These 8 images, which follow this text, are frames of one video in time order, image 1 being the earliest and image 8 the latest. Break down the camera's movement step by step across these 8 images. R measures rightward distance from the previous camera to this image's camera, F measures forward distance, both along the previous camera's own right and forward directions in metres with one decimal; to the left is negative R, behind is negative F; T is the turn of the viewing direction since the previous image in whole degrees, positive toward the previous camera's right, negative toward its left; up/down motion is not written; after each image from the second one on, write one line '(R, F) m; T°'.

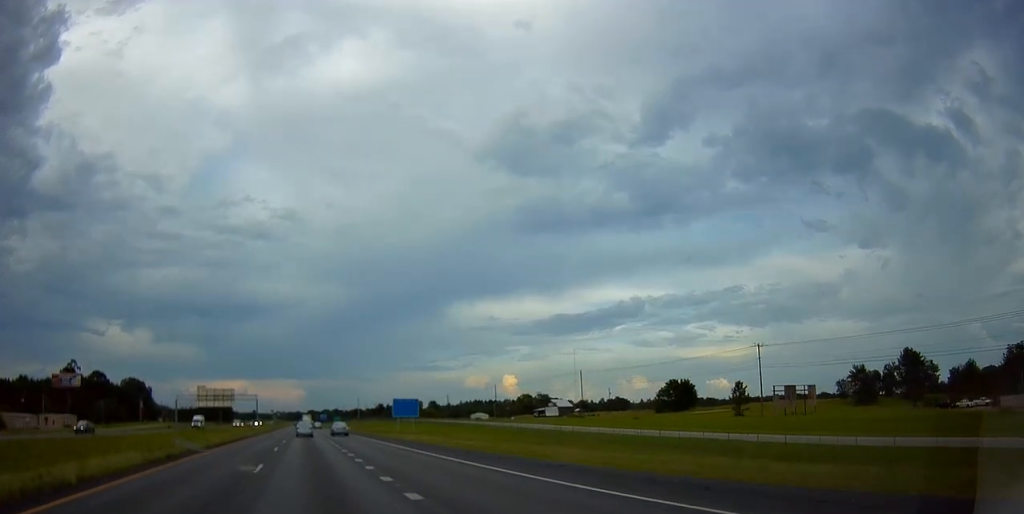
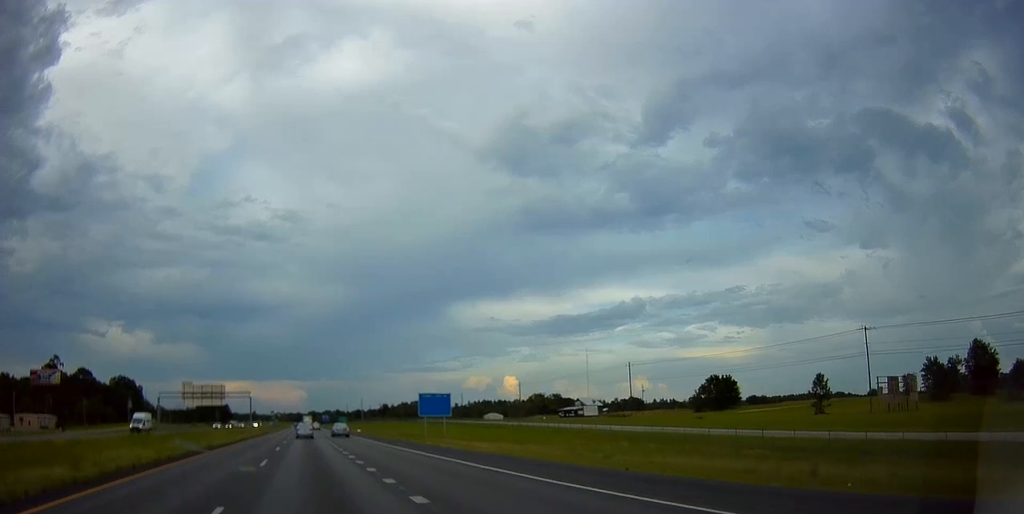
(+0.2, +22.1) m; 0°
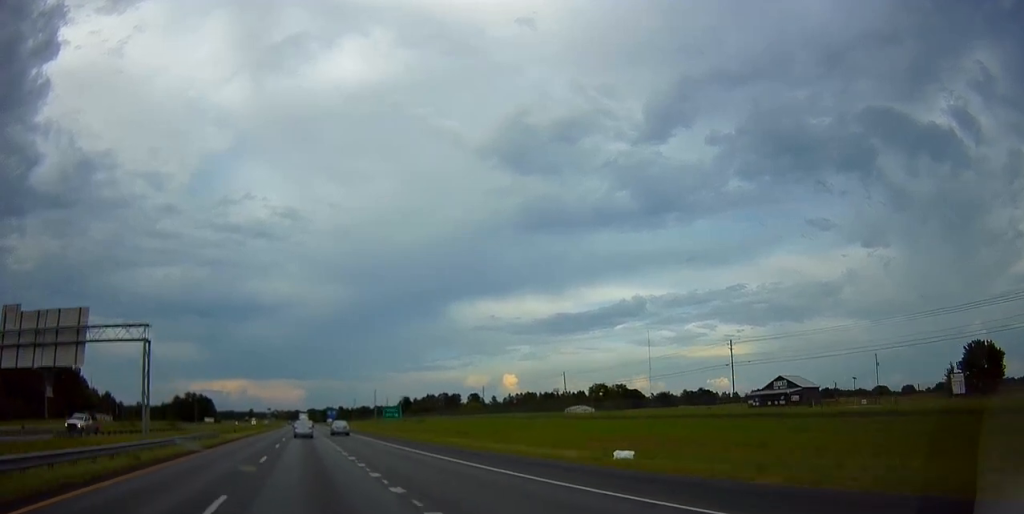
(-1.1, +95.9) m; -1°
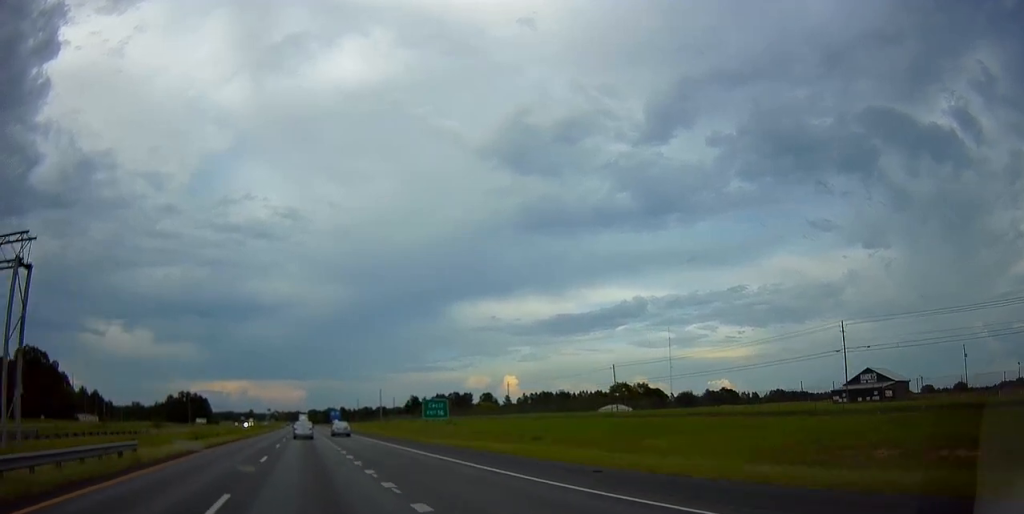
(0.0, +24.3) m; 0°
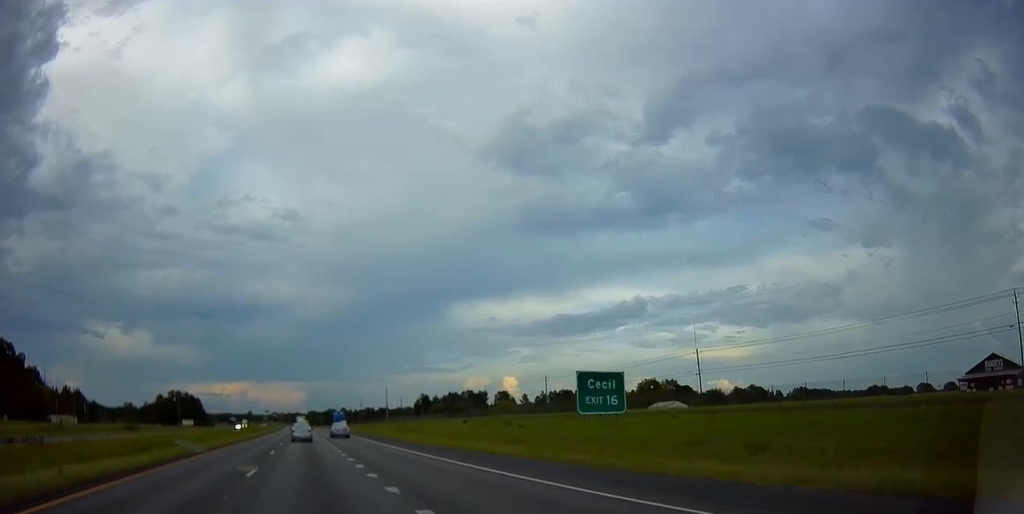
(0.0, +29.5) m; 0°
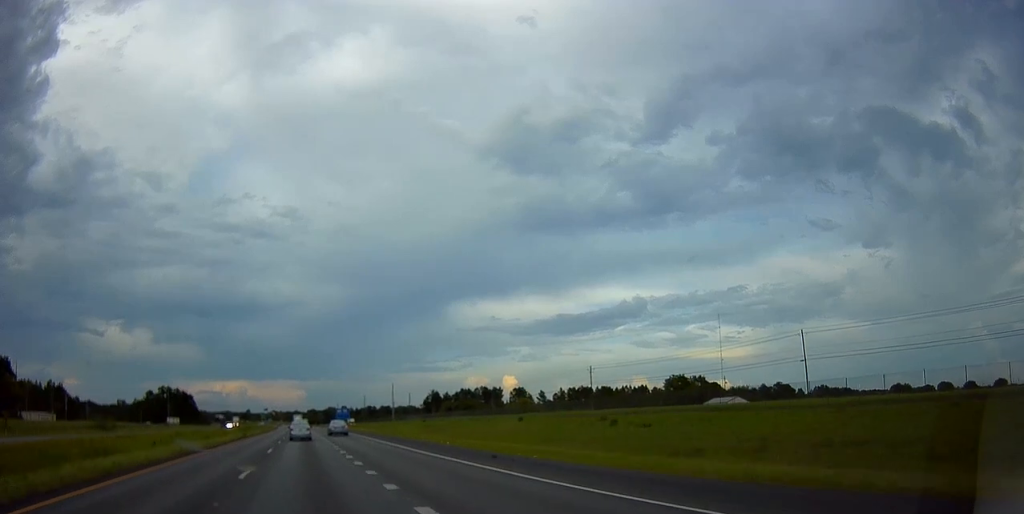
(0.0, +25.3) m; 0°
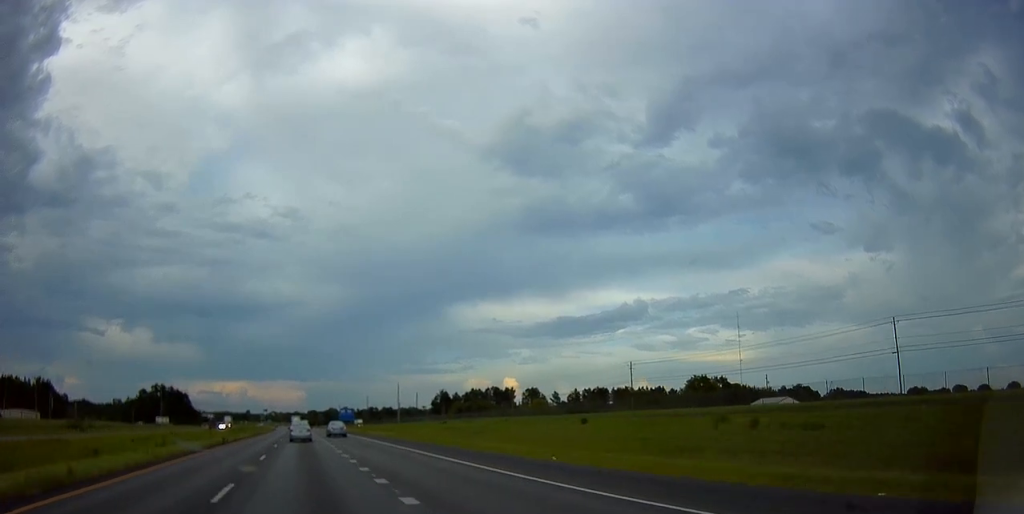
(0.0, +16.9) m; +1°
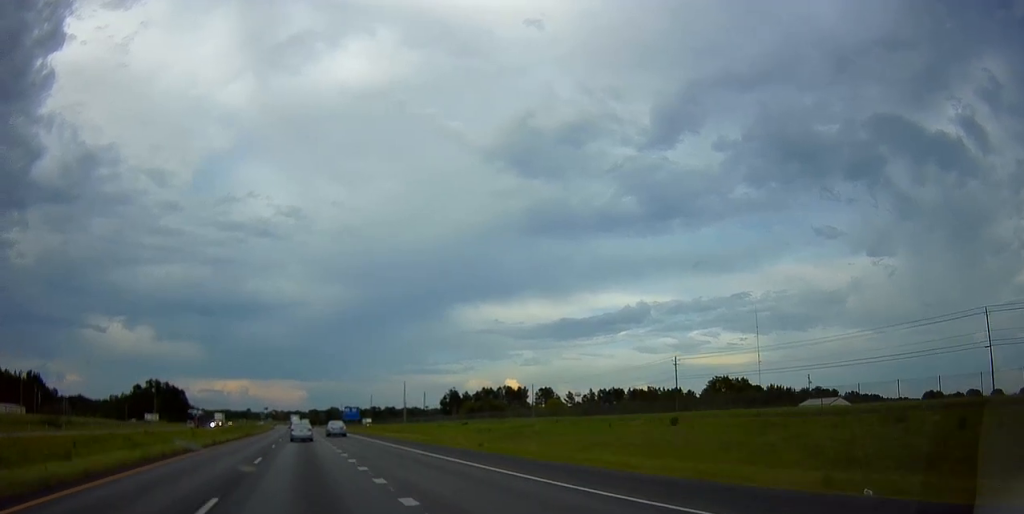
(-0.1, +14.8) m; 0°
